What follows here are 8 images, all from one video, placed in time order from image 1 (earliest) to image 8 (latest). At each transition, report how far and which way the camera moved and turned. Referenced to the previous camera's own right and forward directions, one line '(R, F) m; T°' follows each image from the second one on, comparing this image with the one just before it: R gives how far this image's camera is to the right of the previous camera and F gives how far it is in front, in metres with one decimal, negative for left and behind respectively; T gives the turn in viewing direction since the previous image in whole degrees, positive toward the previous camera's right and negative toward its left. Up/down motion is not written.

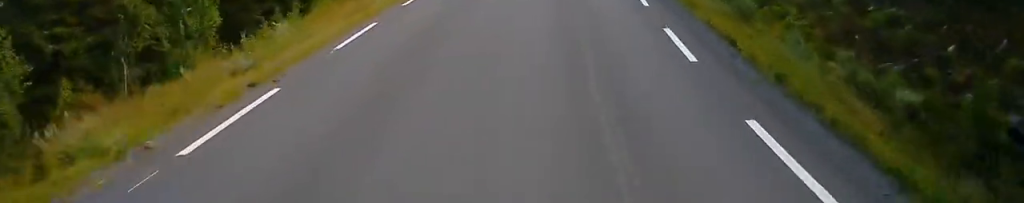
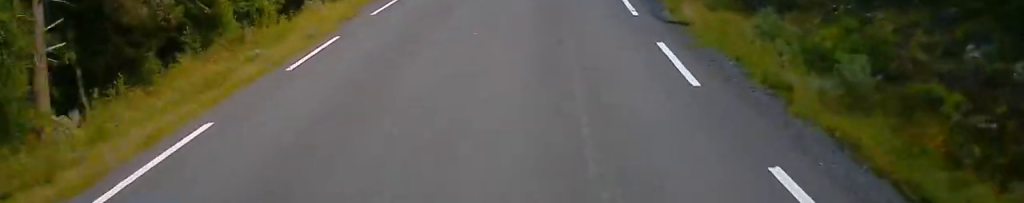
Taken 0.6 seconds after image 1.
(+0.2, +7.4) m; +3°
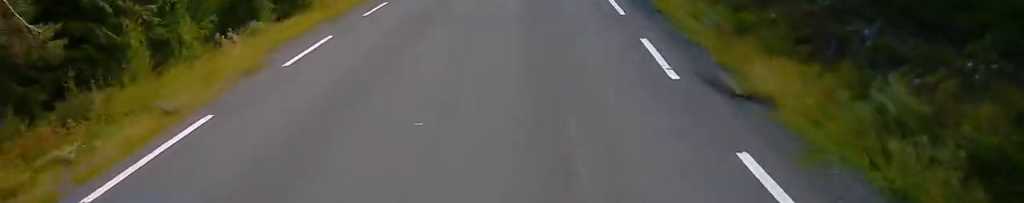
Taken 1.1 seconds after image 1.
(+0.2, +5.4) m; +1°
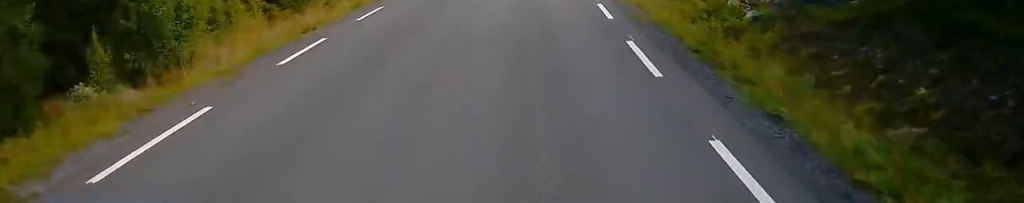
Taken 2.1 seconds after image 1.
(+0.2, +11.3) m; +1°
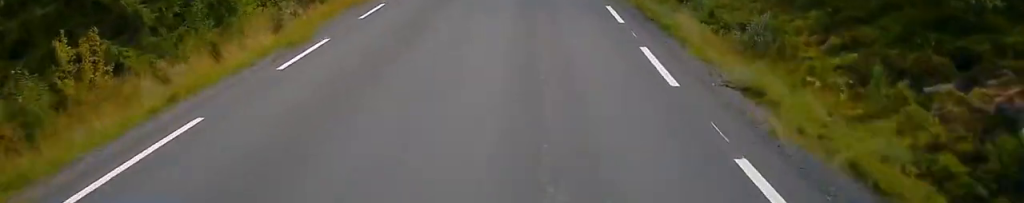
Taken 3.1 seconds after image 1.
(-0.1, +12.3) m; 0°
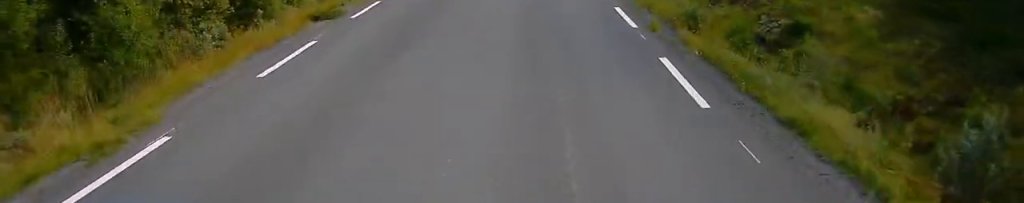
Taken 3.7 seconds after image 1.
(0.0, +7.0) m; 0°
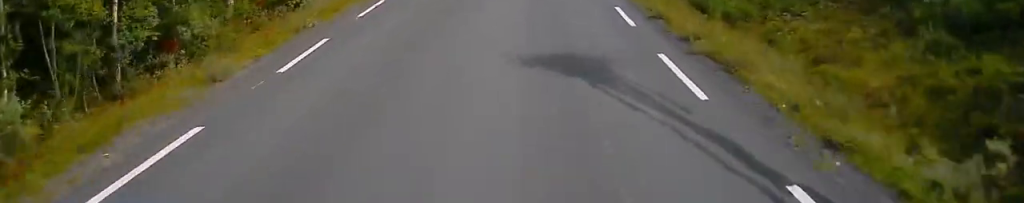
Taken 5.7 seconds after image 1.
(+0.1, +22.9) m; 0°
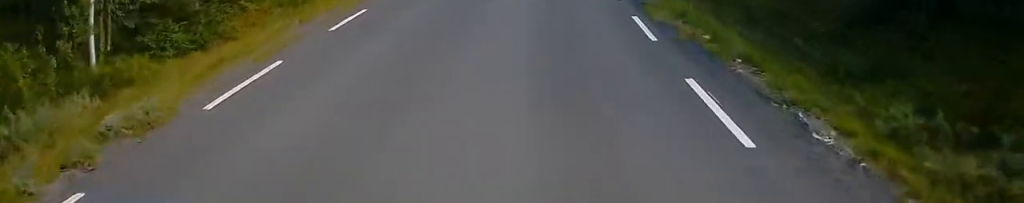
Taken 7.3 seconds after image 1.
(0.0, +19.5) m; +2°
